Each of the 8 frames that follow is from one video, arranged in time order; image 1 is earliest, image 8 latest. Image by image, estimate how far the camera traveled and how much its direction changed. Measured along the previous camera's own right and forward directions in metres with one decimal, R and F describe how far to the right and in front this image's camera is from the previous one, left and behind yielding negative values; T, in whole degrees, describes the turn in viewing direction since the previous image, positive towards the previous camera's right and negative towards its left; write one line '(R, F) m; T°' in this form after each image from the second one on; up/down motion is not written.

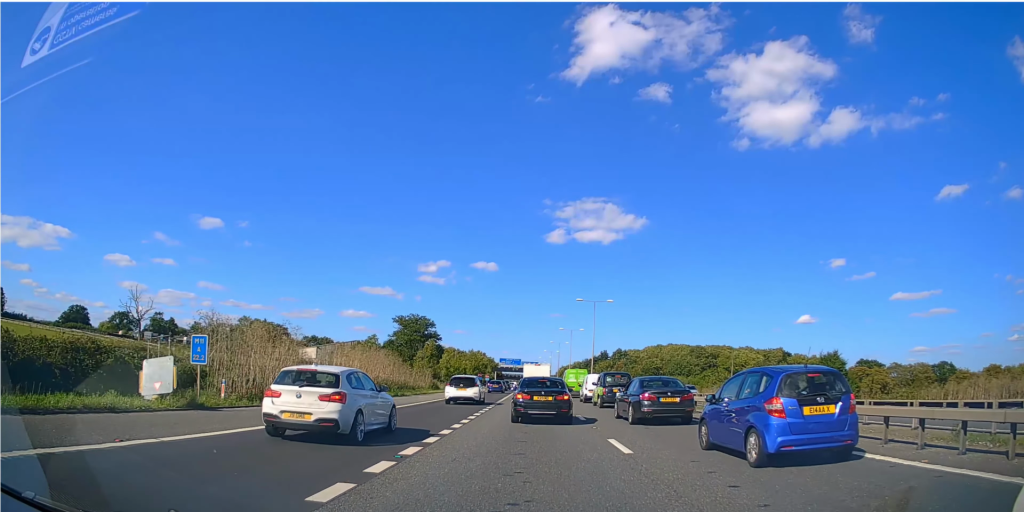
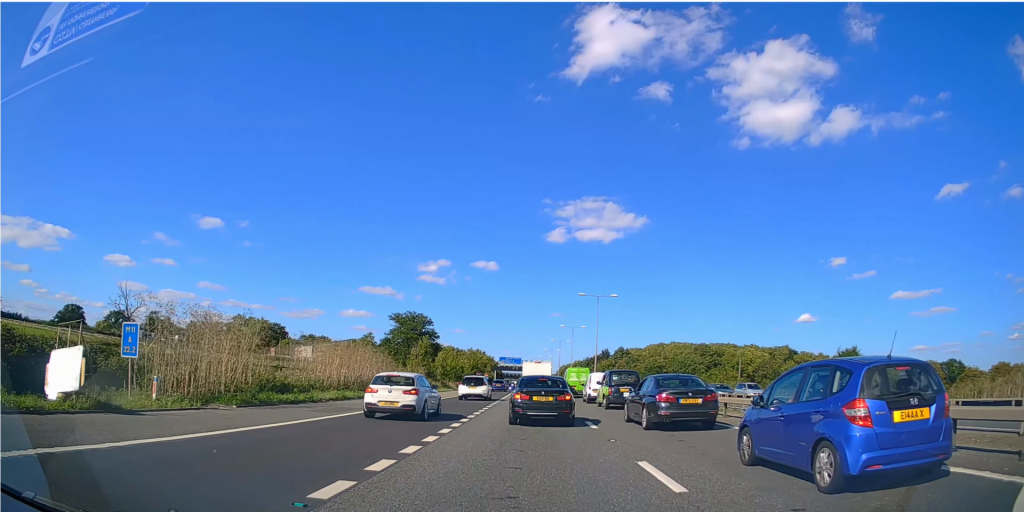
(0.0, +4.4) m; +1°
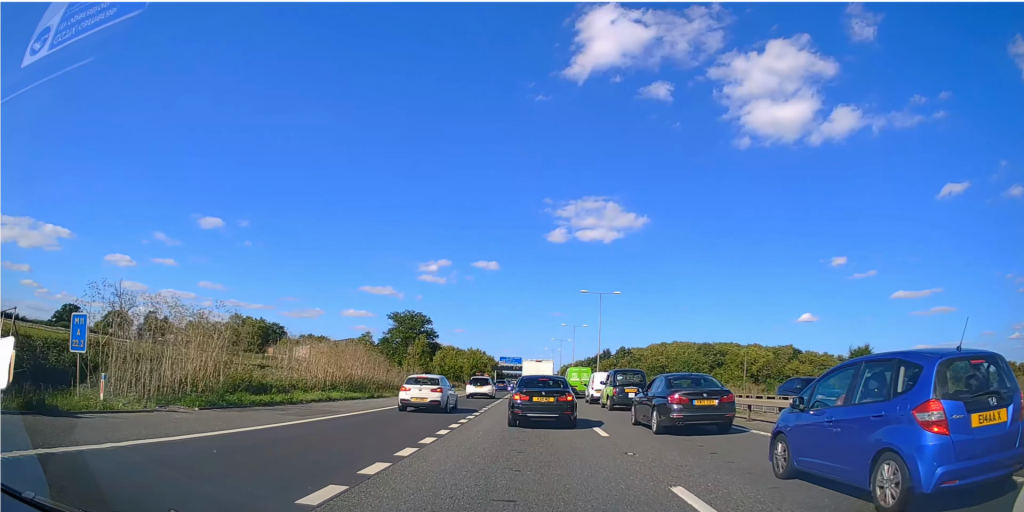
(+0.1, +2.5) m; 0°
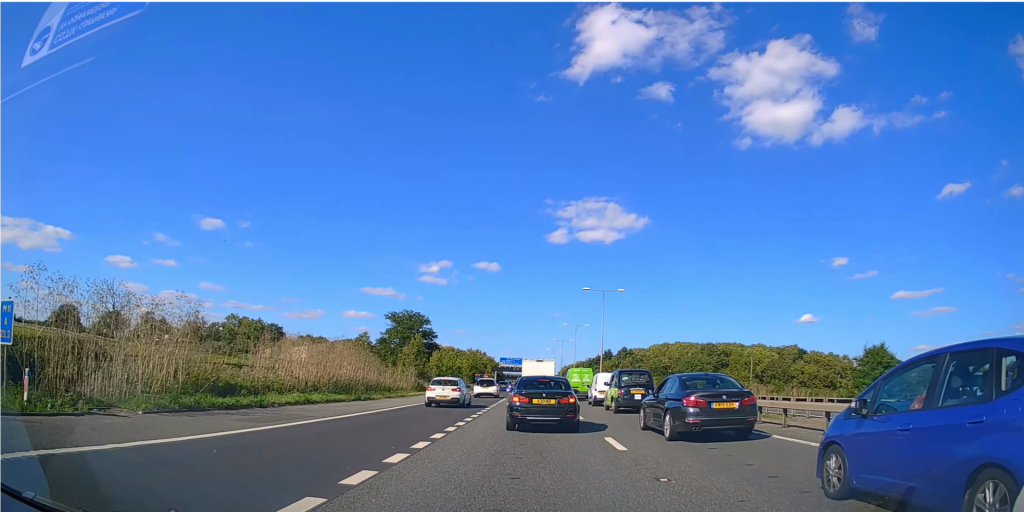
(0.0, +3.0) m; 0°
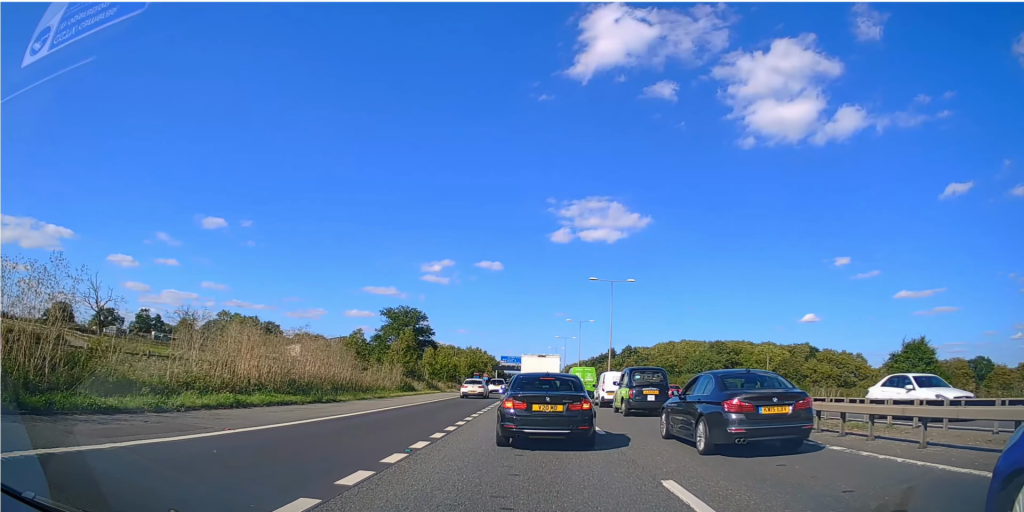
(+0.1, +6.1) m; 0°
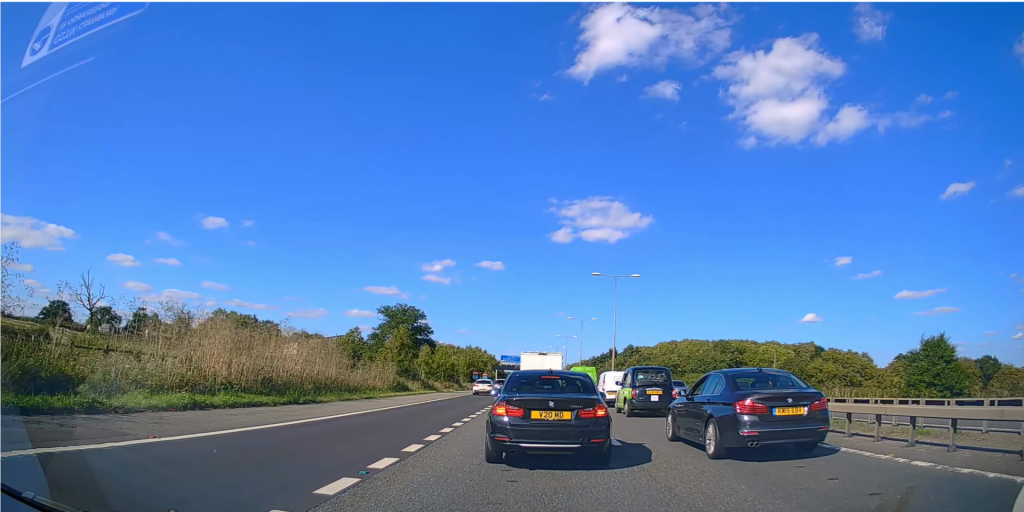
(-0.2, +2.8) m; -3°
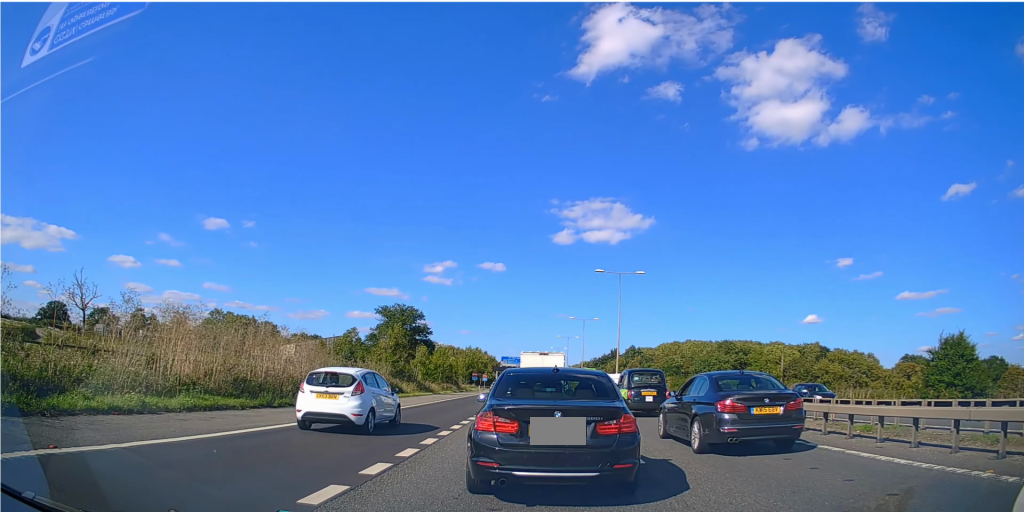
(0.0, +2.3) m; 0°
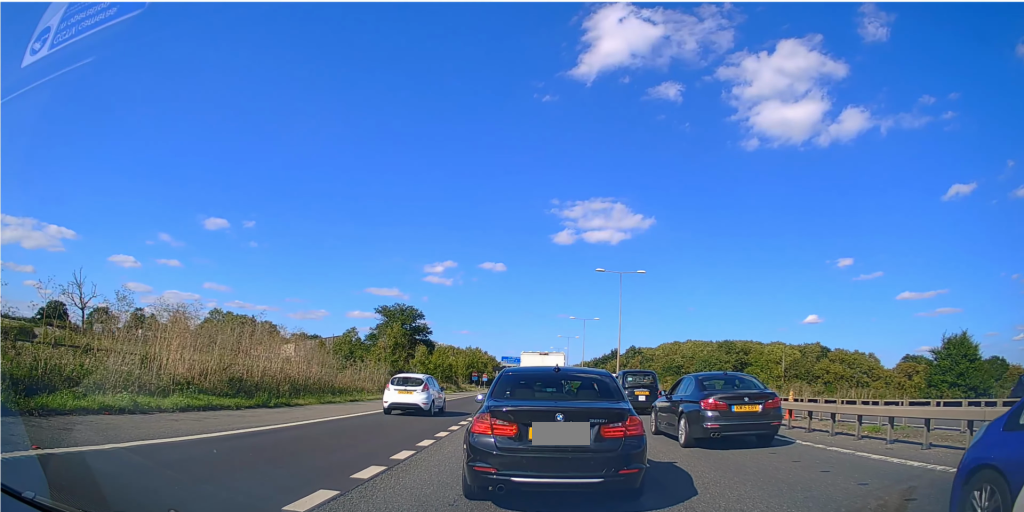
(-0.1, +0.4) m; 0°
